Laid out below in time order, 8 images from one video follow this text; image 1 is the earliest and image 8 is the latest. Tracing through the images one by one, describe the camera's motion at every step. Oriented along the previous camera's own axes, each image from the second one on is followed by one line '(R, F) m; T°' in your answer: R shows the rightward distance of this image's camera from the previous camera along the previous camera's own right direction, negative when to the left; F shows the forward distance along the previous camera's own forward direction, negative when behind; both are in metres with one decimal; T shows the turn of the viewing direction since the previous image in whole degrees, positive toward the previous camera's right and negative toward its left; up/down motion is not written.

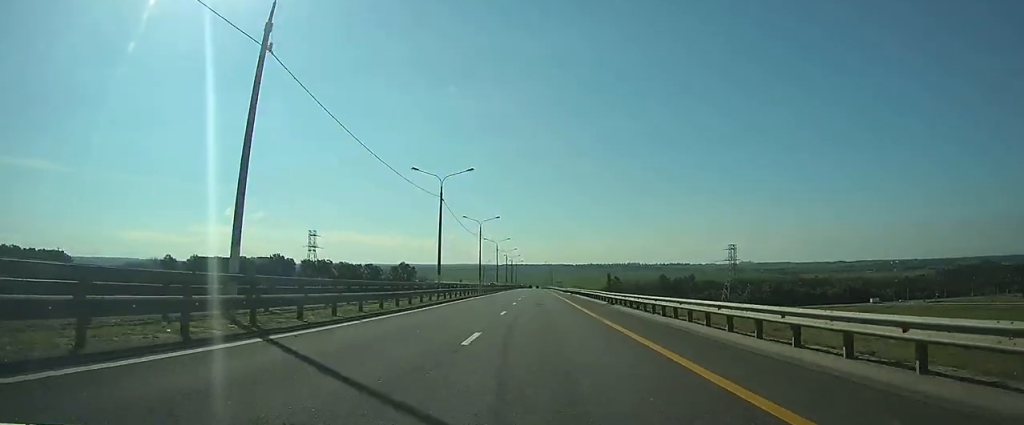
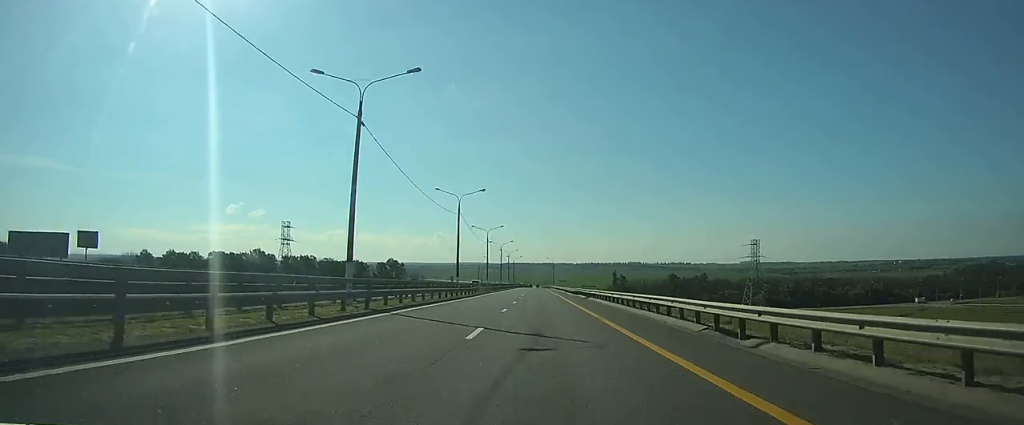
(0.0, +22.9) m; 0°
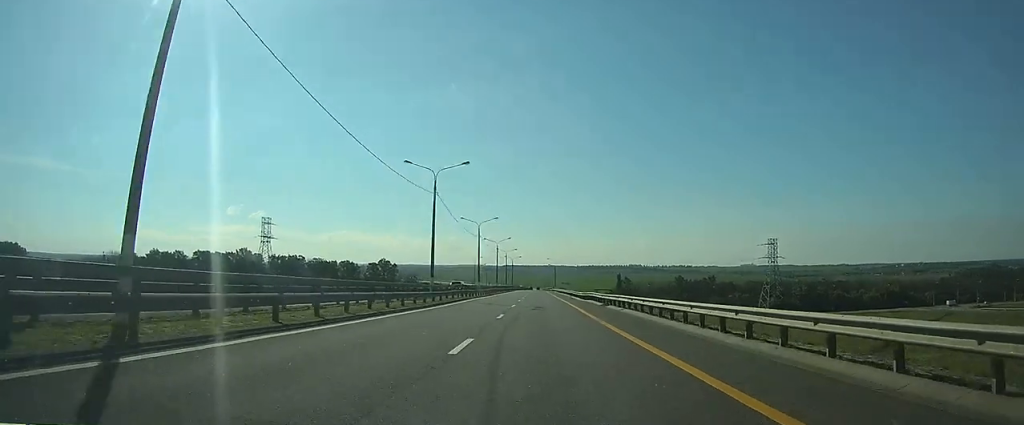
(0.0, +14.5) m; 0°
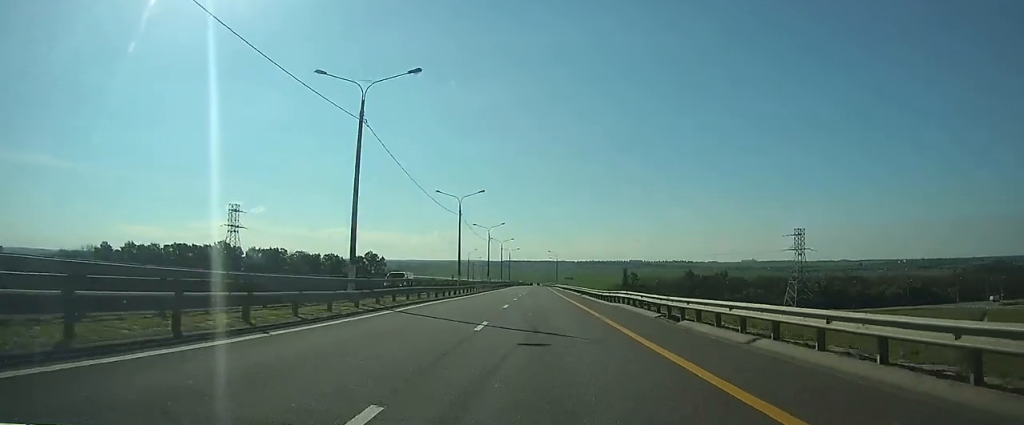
(0.0, +19.6) m; 0°
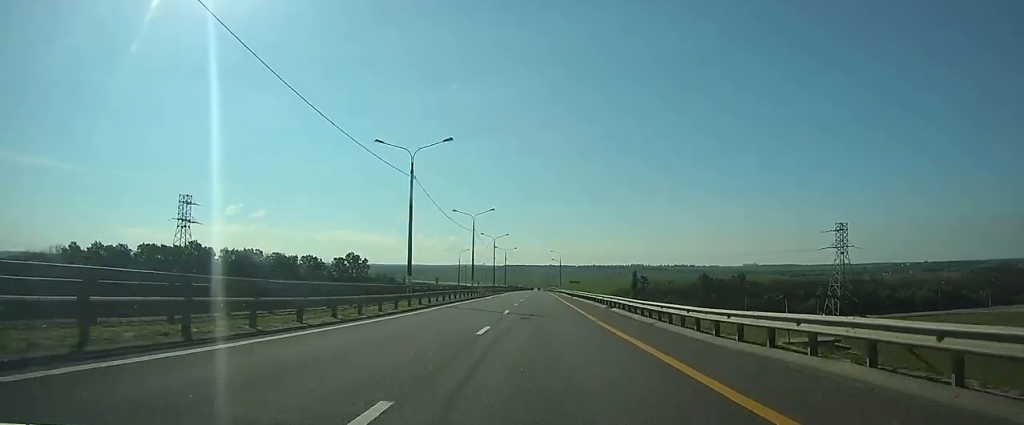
(0.0, +23.6) m; 0°
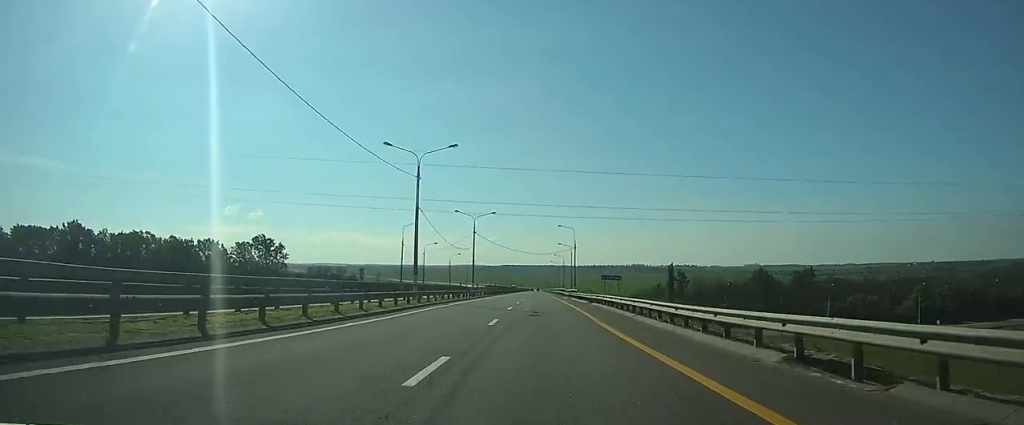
(-0.2, +67.5) m; 0°
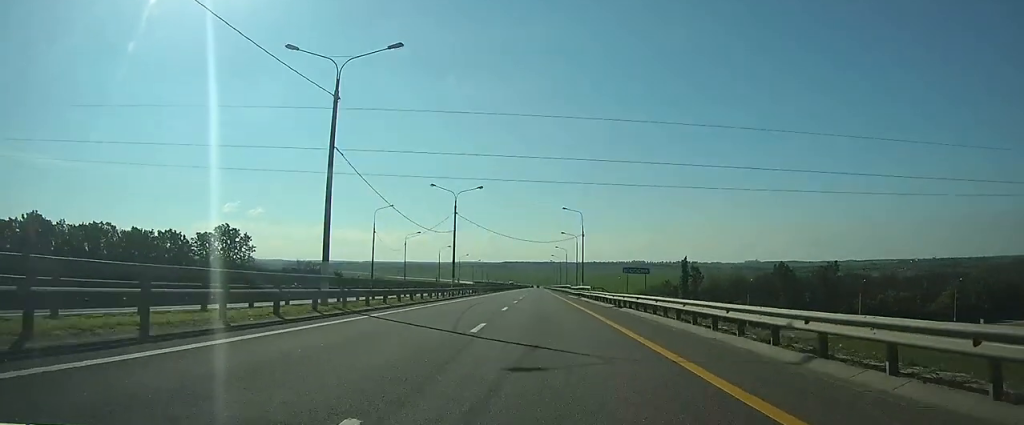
(0.0, +16.9) m; 0°
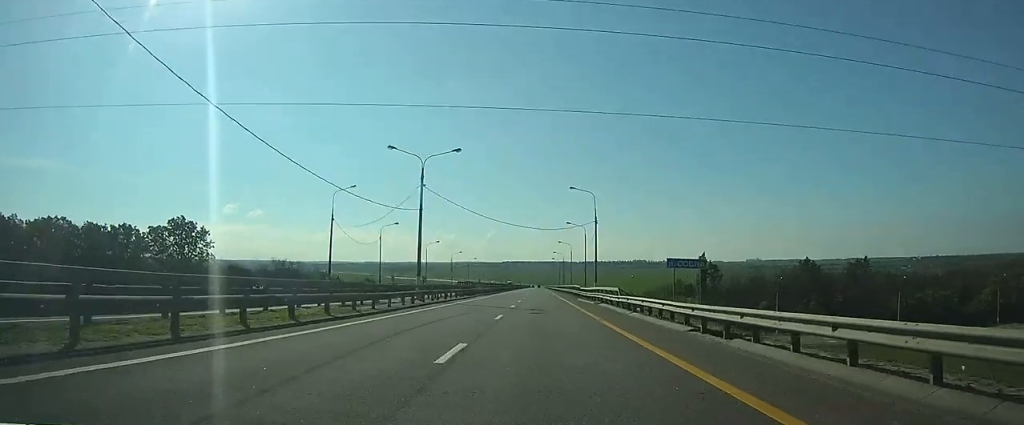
(0.0, +16.8) m; 0°
